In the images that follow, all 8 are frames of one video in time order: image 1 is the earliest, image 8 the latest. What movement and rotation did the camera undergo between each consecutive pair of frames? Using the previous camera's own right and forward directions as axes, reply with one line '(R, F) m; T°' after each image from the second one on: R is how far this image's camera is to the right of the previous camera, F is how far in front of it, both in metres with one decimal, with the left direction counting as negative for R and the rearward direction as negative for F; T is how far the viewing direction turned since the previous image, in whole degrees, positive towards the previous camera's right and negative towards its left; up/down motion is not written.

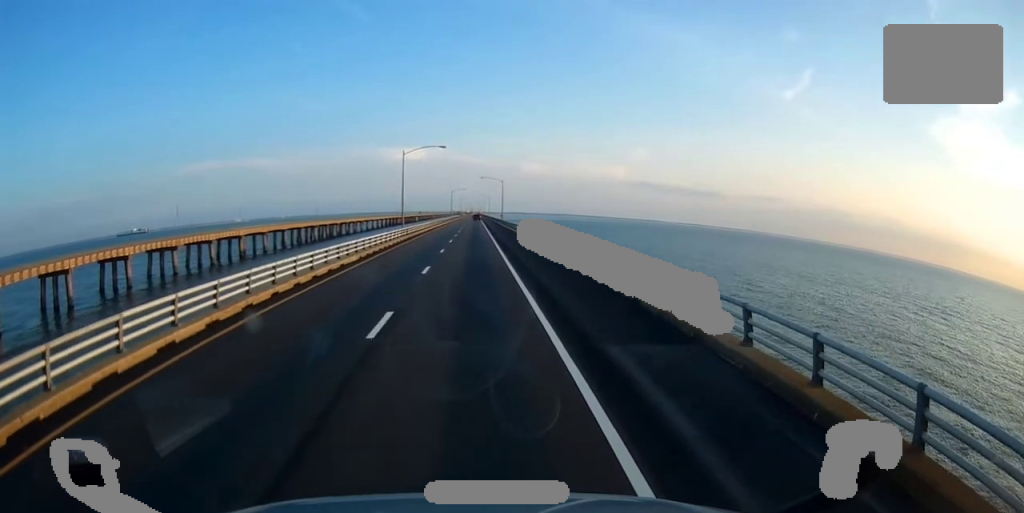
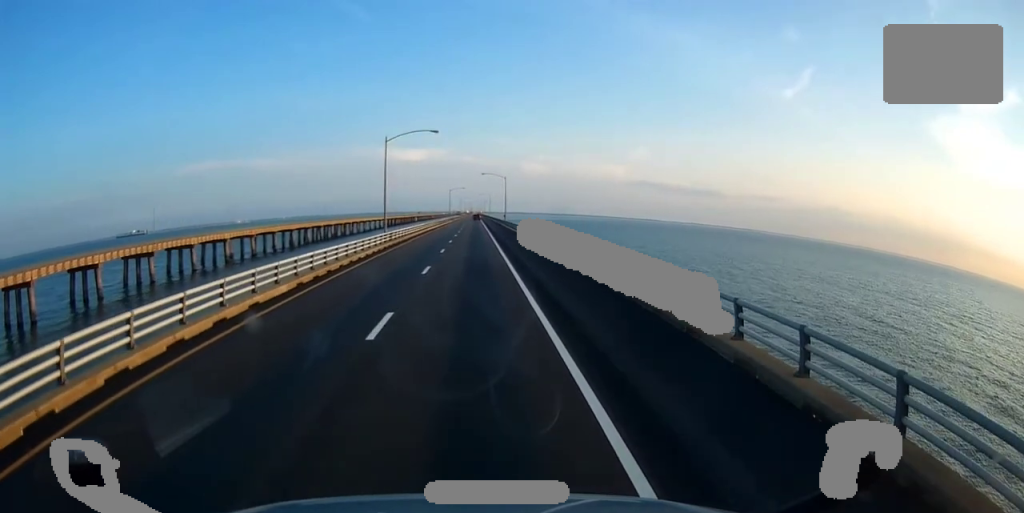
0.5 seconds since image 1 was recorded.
(0.0, +12.3) m; 0°
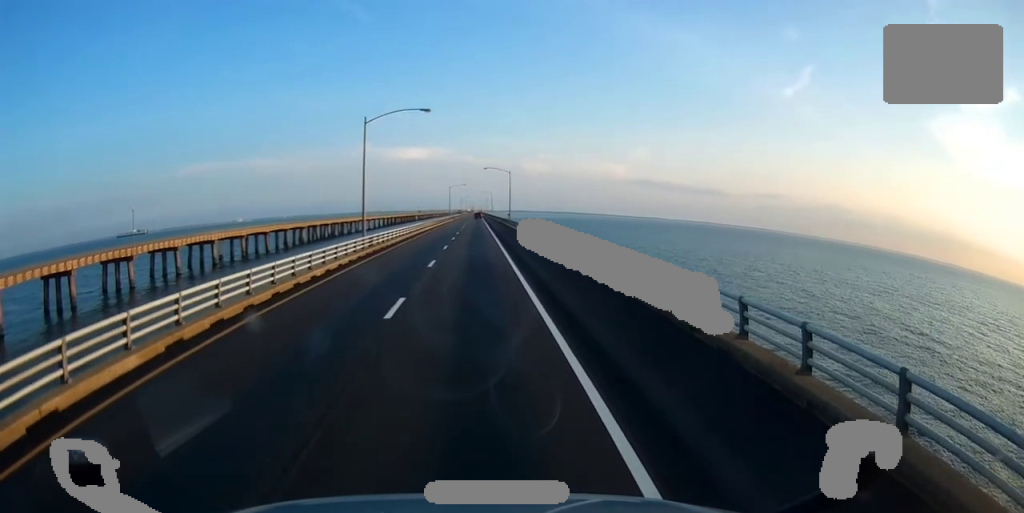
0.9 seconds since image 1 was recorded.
(0.0, +10.2) m; 0°
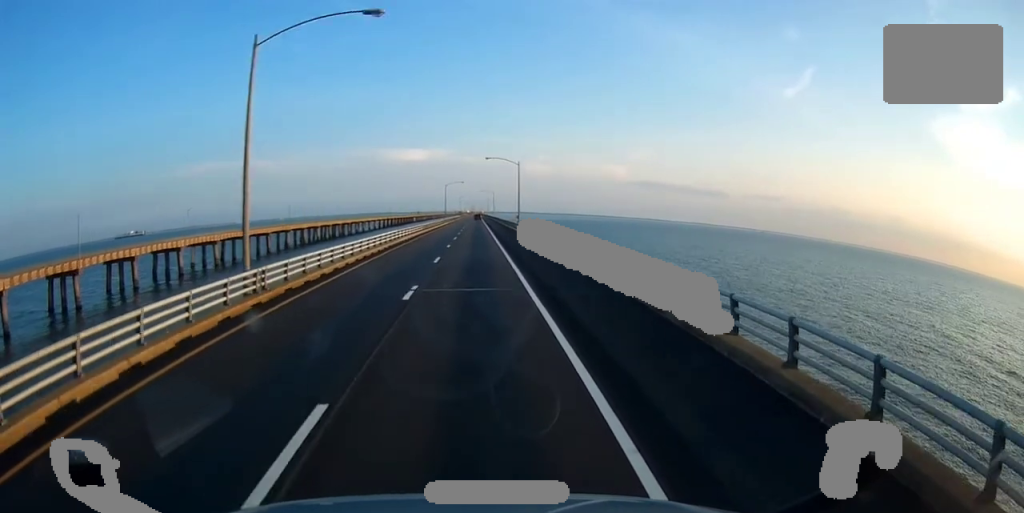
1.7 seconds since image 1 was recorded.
(0.0, +21.4) m; 0°
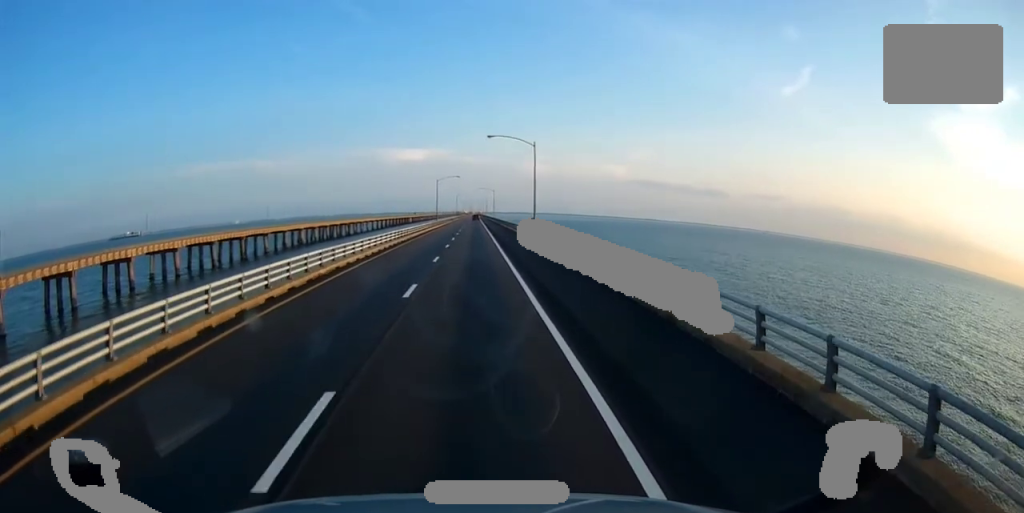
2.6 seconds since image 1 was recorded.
(0.0, +23.3) m; -1°
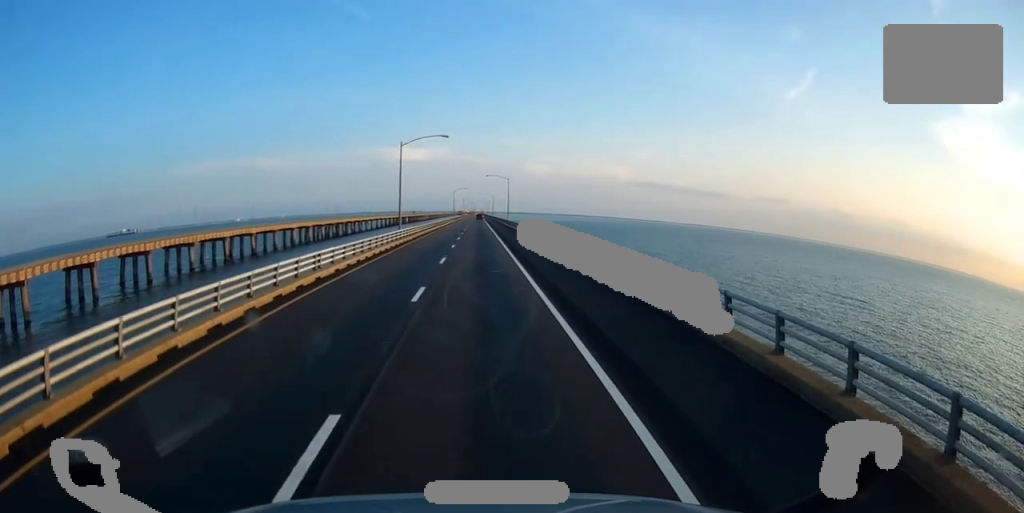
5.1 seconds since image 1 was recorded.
(+0.3, +61.6) m; +1°
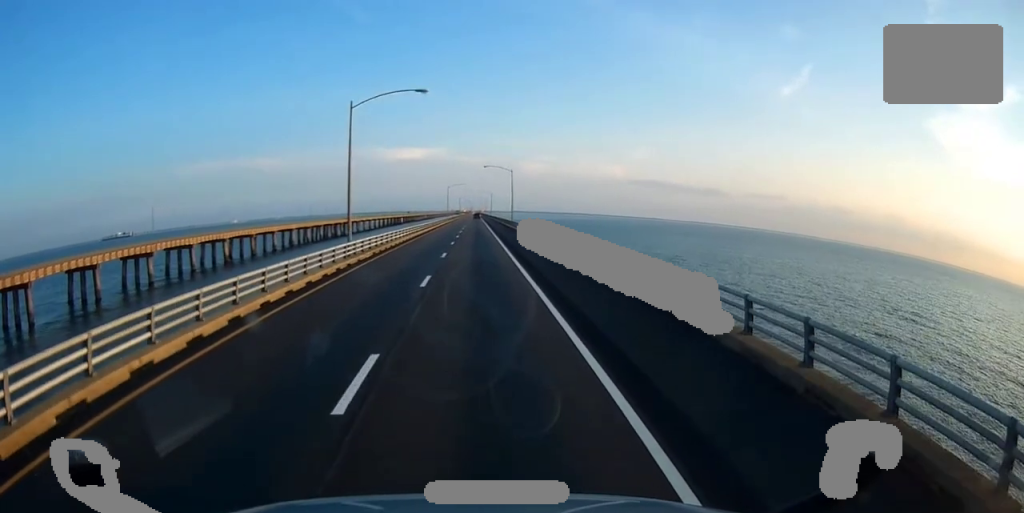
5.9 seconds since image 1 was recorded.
(0.0, +21.3) m; 0°
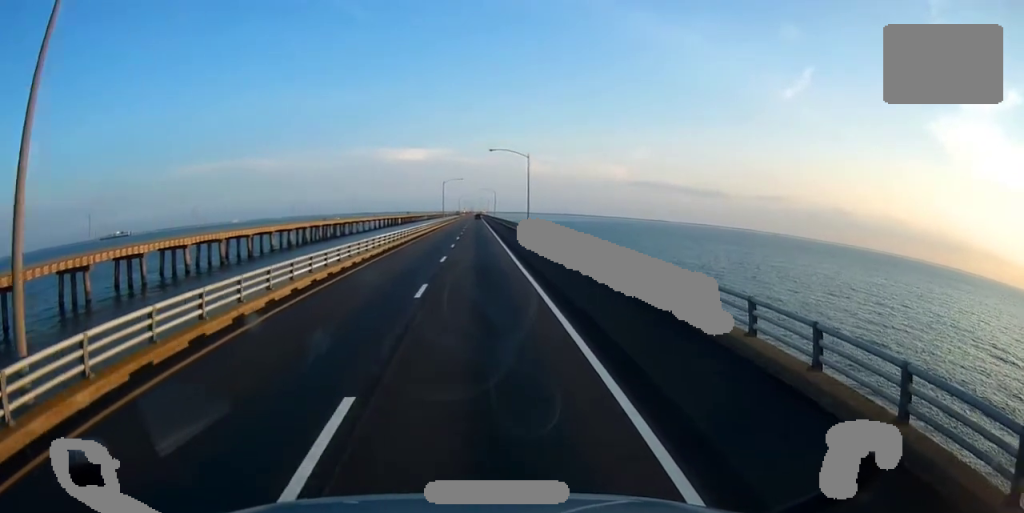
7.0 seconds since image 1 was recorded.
(0.0, +26.3) m; 0°
